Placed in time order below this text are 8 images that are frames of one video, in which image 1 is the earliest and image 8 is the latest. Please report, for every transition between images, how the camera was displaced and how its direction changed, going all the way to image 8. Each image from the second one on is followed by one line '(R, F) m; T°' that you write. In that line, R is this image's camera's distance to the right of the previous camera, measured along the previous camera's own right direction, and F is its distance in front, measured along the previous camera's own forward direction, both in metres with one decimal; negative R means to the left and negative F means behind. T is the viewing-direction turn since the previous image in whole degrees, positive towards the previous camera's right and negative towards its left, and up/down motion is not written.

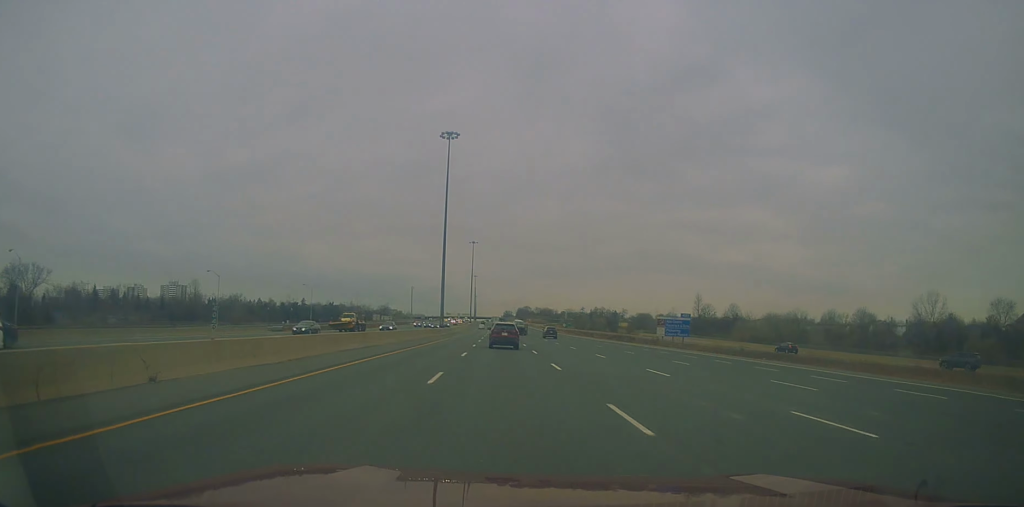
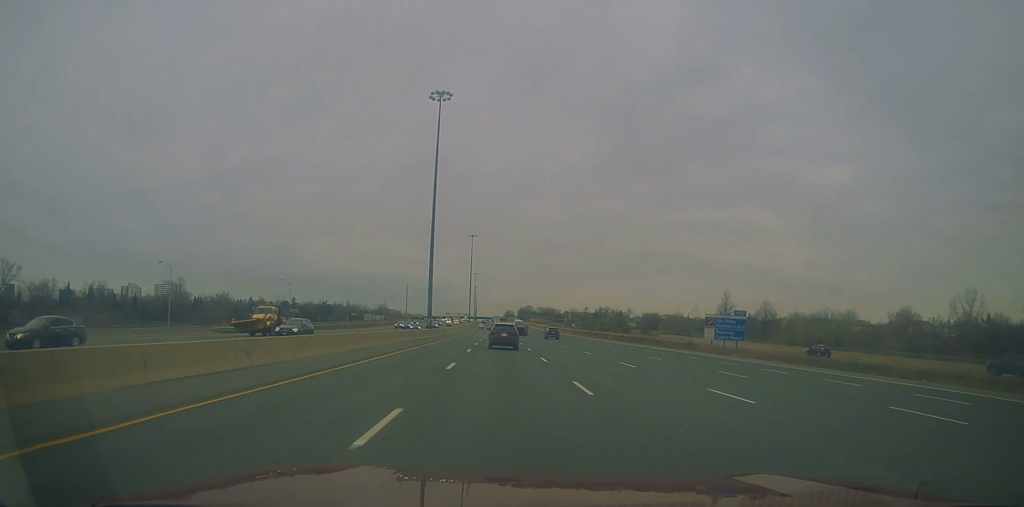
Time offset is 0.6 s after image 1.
(+0.3, +19.4) m; 0°
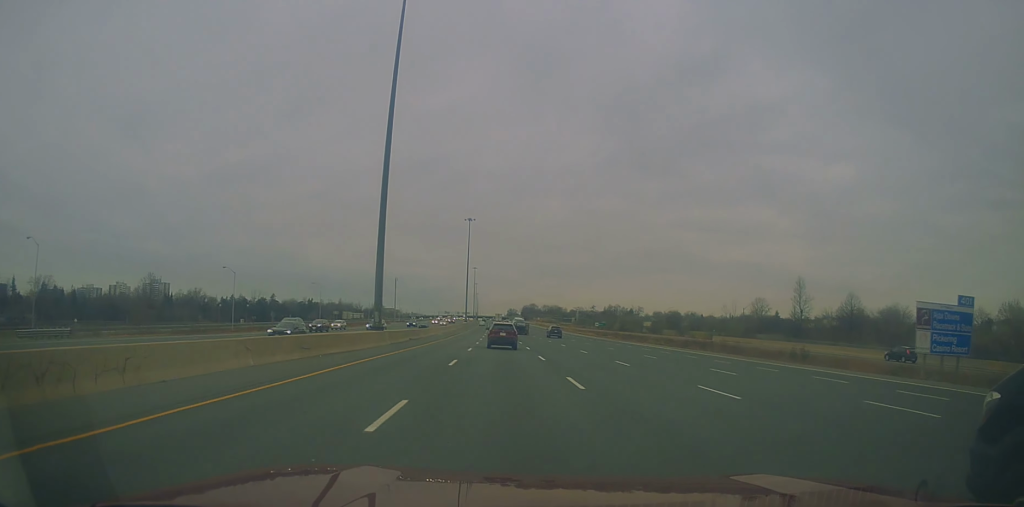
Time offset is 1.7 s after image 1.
(-0.5, +35.7) m; 0°
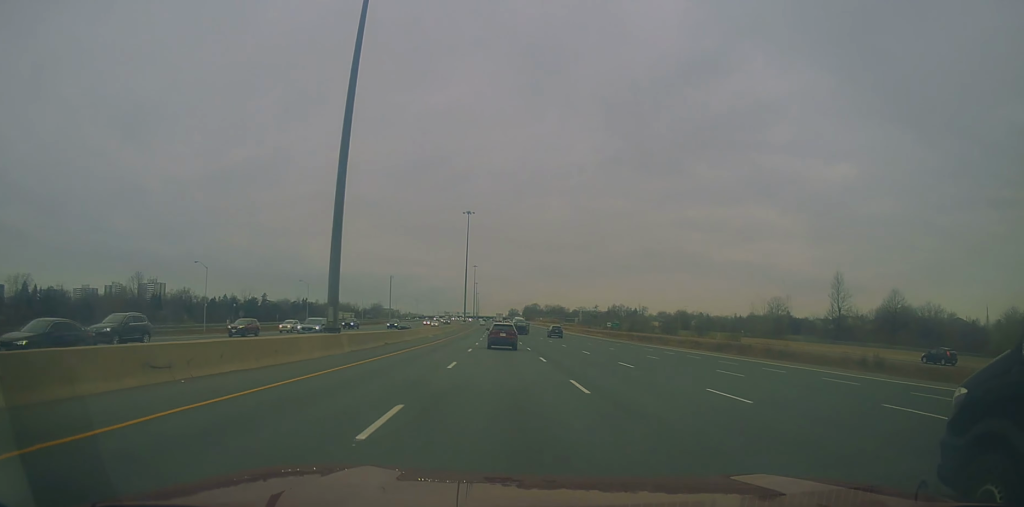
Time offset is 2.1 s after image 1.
(+0.3, +13.0) m; 0°
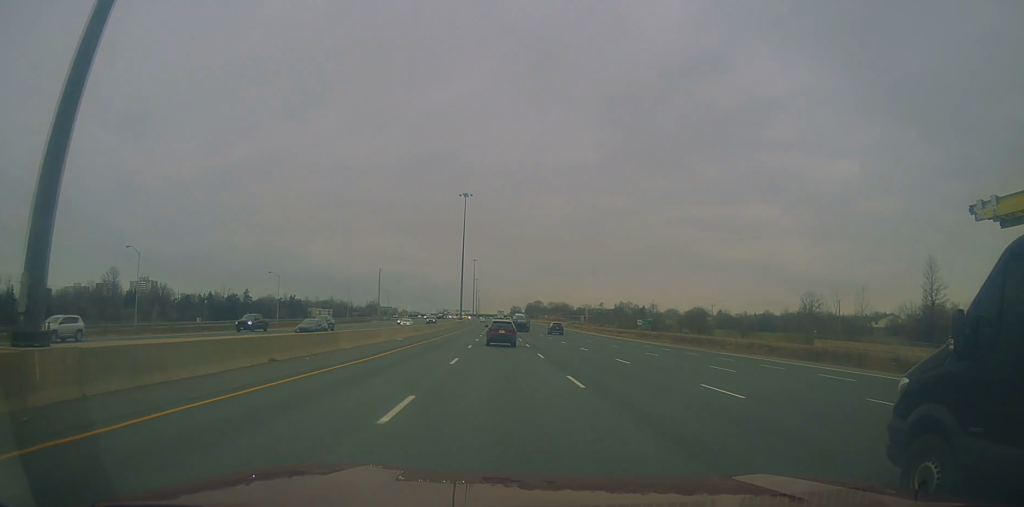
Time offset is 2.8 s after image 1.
(+0.1, +23.8) m; 0°
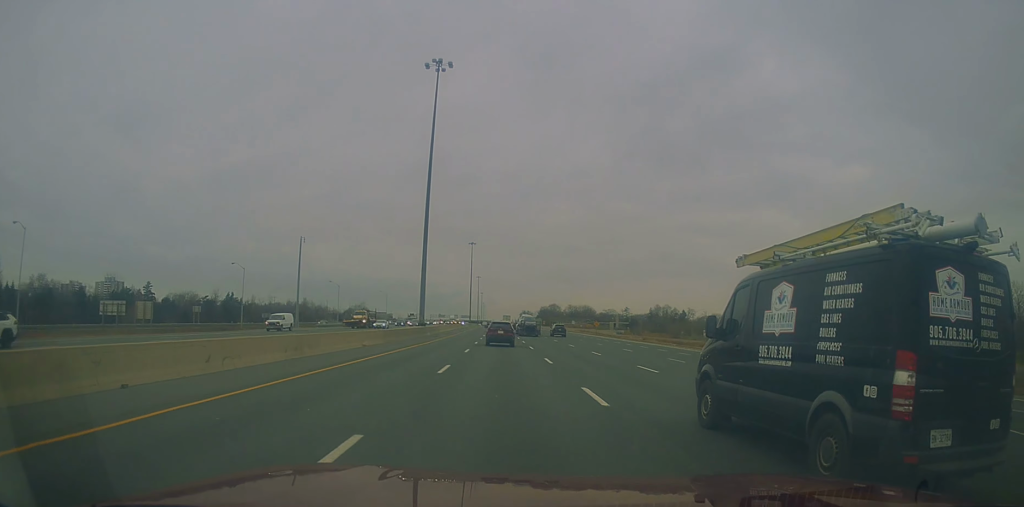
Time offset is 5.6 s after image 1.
(-1.3, +89.2) m; -1°
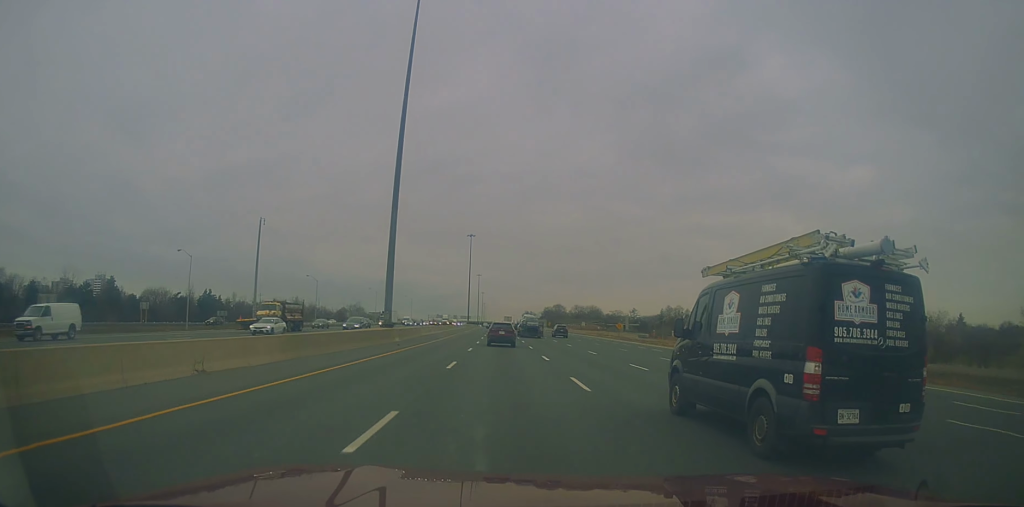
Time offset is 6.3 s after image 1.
(-0.2, +22.4) m; 0°
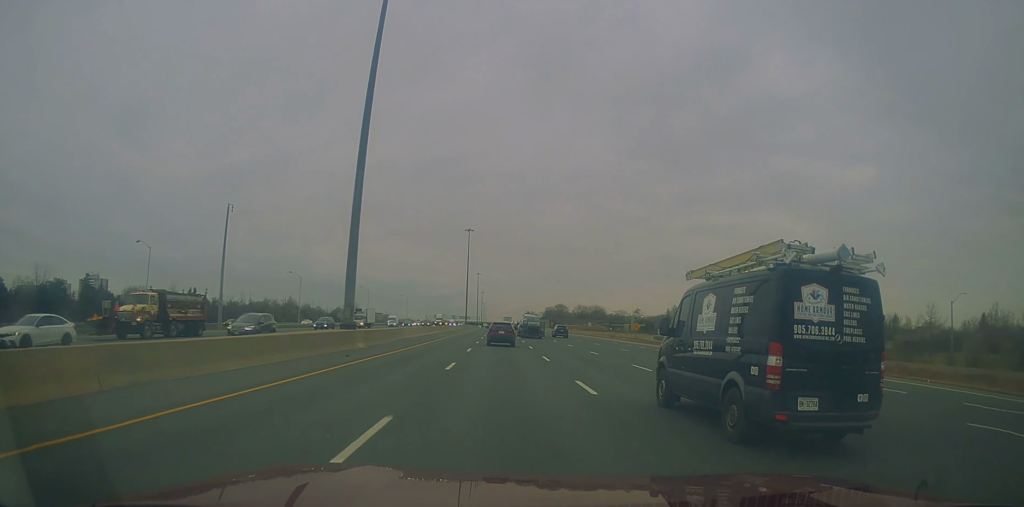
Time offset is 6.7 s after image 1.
(0.0, +12.8) m; 0°
